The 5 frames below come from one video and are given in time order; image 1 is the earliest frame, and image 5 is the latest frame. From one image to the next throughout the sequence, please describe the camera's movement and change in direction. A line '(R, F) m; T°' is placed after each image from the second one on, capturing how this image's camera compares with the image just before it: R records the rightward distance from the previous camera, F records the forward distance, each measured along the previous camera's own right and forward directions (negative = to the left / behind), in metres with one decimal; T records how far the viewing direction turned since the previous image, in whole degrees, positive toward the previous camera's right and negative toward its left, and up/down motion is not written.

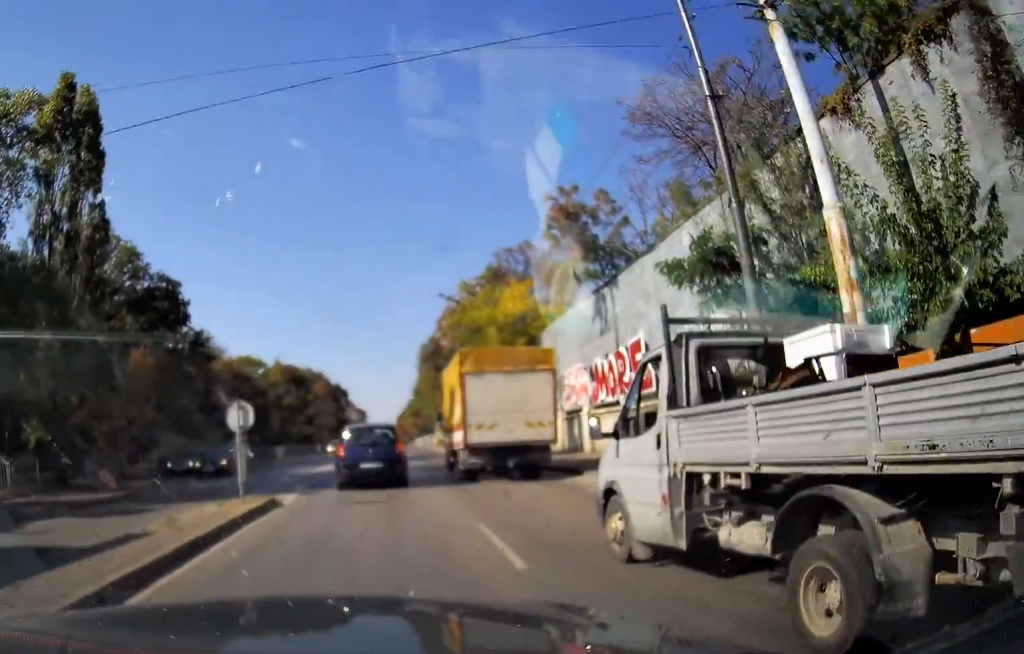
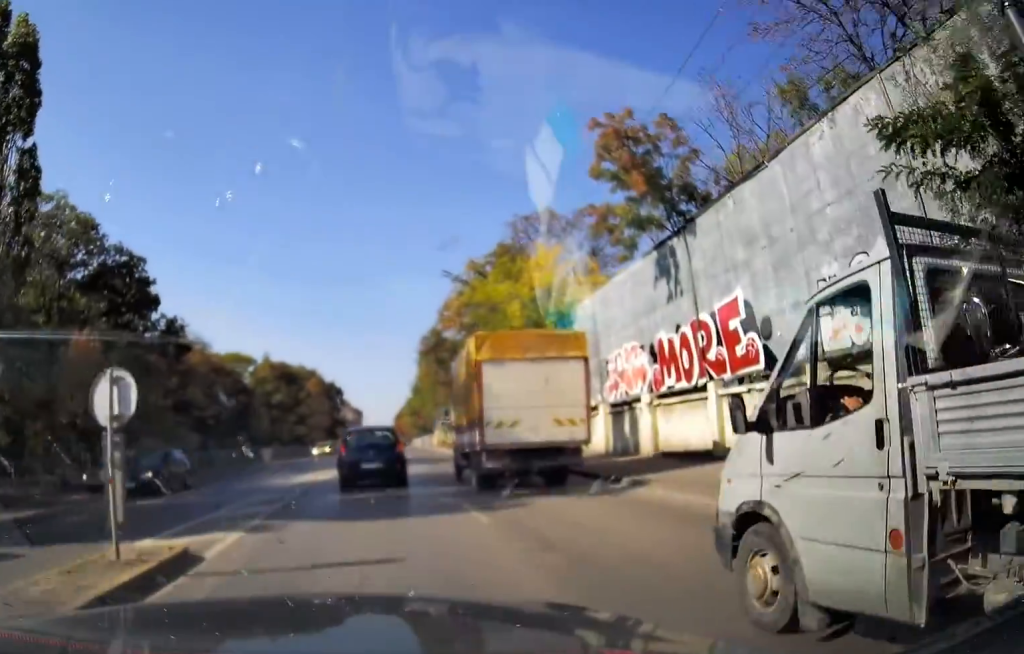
(0.0, +5.6) m; 0°
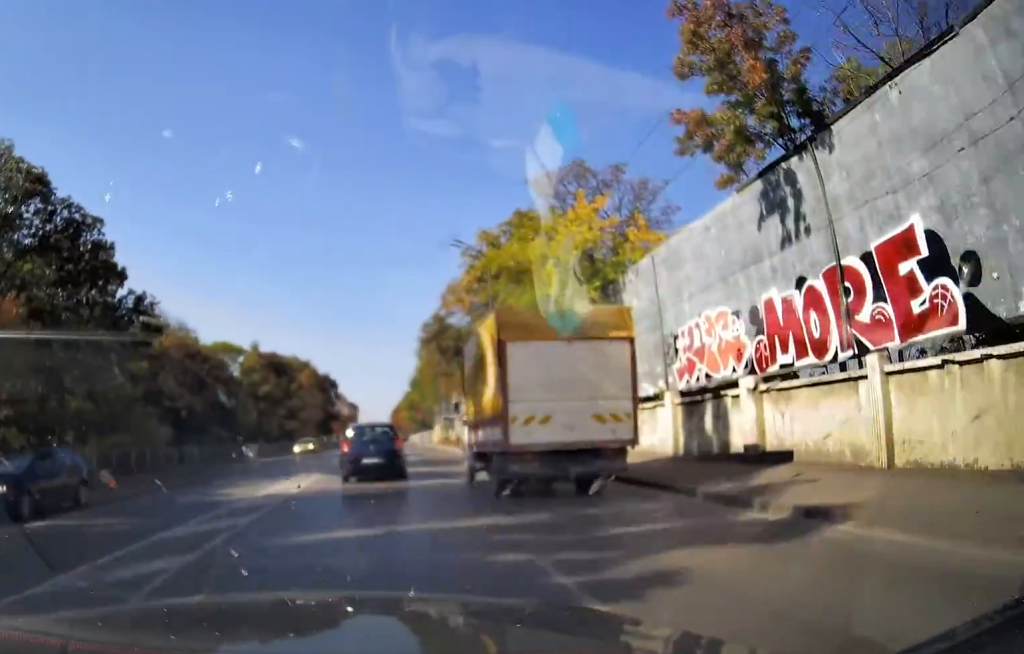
(0.0, +5.5) m; 0°
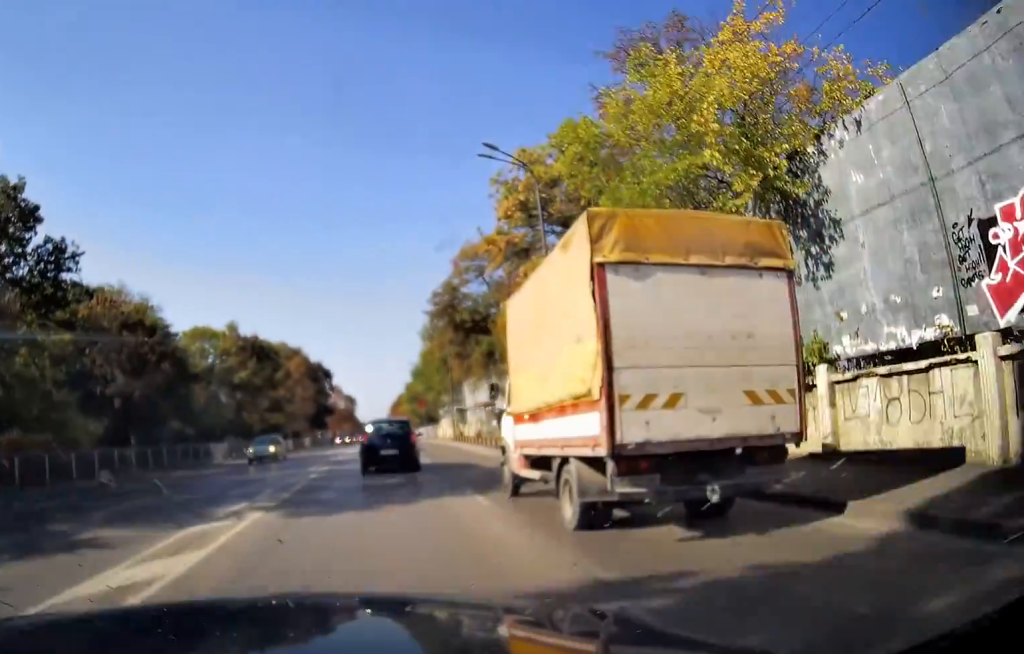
(0.0, +10.2) m; -1°
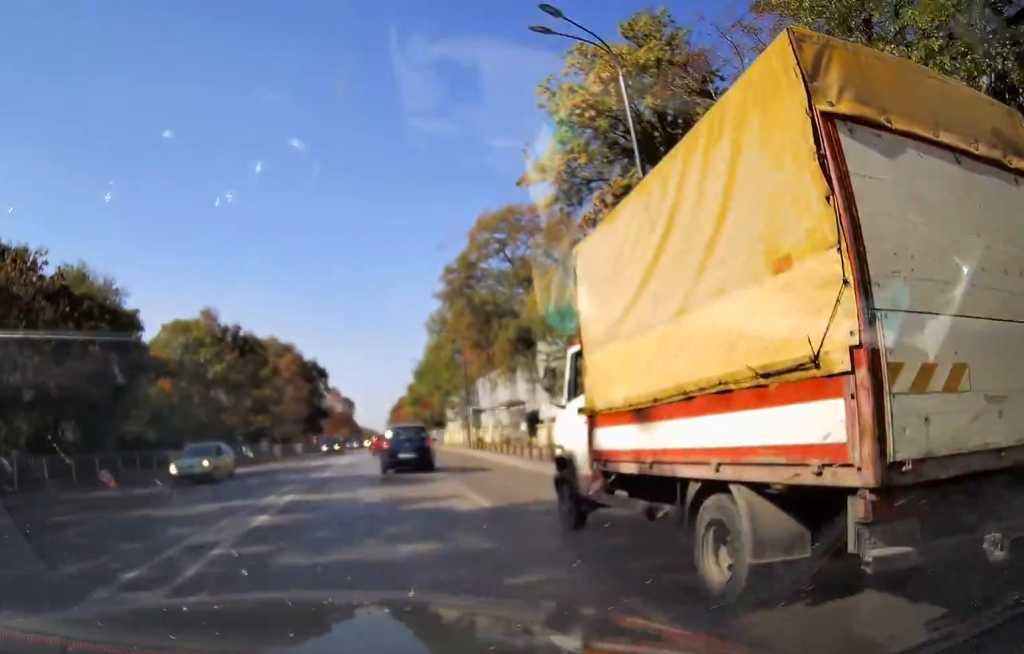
(0.0, +8.1) m; -1°
